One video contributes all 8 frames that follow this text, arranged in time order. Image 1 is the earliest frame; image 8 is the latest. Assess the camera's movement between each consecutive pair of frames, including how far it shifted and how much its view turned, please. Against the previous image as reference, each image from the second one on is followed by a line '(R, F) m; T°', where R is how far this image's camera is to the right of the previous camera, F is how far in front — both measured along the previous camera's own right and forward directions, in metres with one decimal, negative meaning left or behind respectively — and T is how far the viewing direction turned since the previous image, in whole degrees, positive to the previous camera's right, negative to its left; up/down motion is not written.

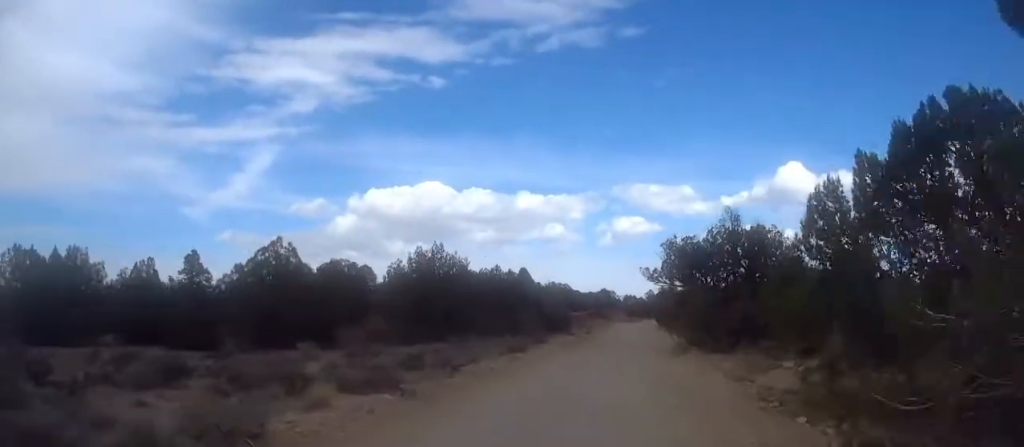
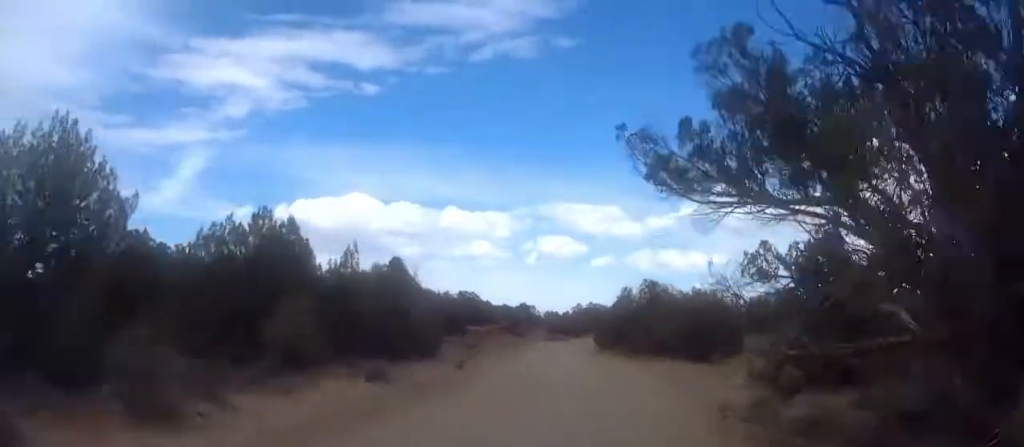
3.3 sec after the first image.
(+0.8, +30.2) m; +3°
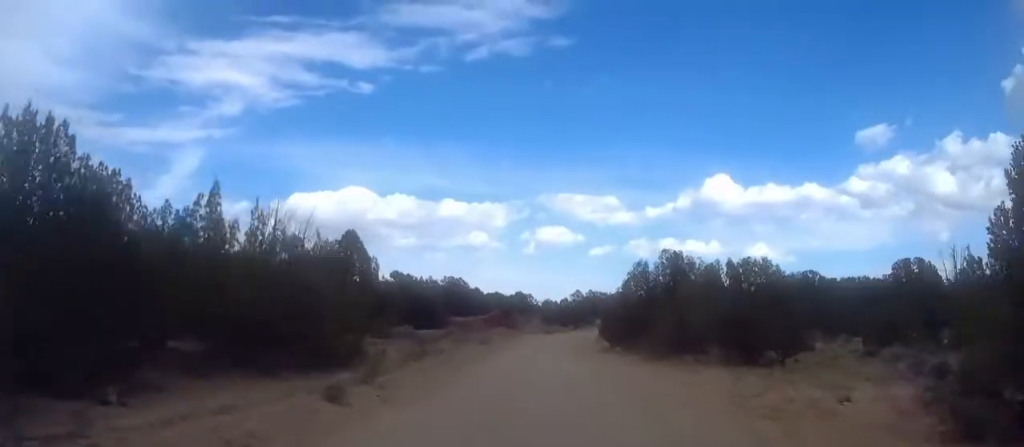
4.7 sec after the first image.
(+0.1, +11.8) m; +1°
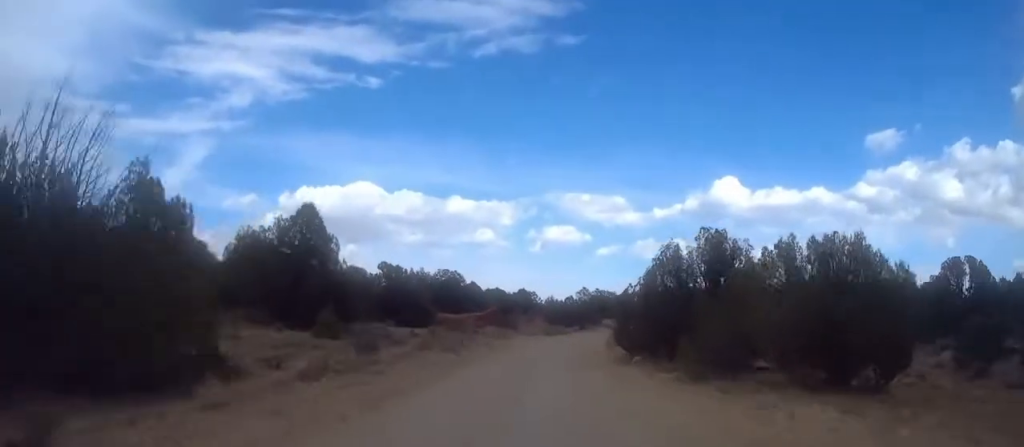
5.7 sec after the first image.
(+0.1, +9.3) m; 0°
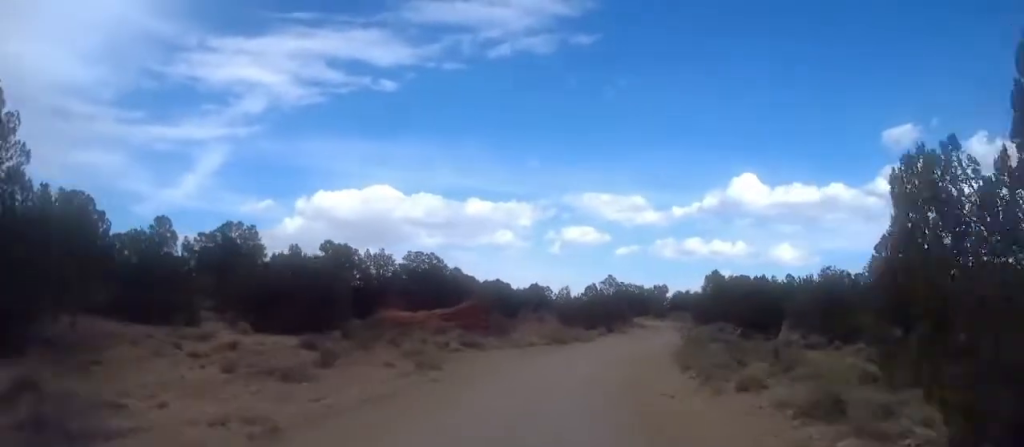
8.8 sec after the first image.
(-0.2, +26.6) m; 0°
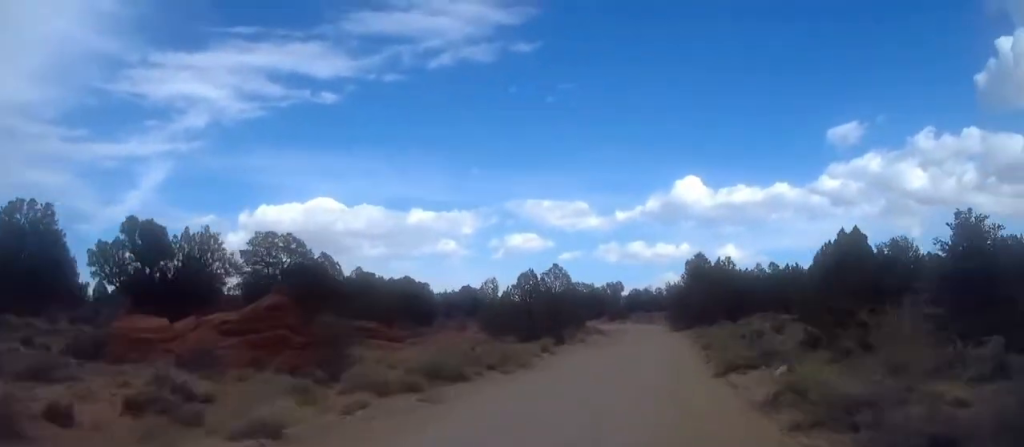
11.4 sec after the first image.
(+0.3, +22.5) m; +4°
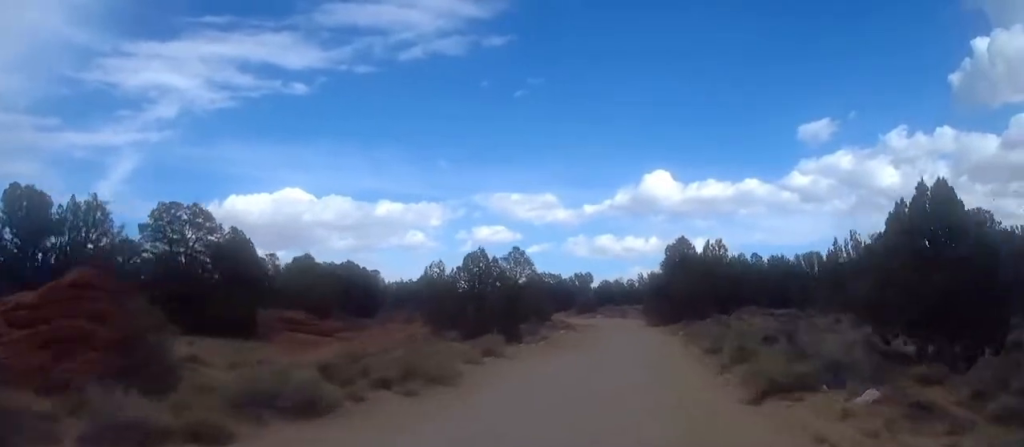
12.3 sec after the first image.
(-0.2, +8.1) m; +2°
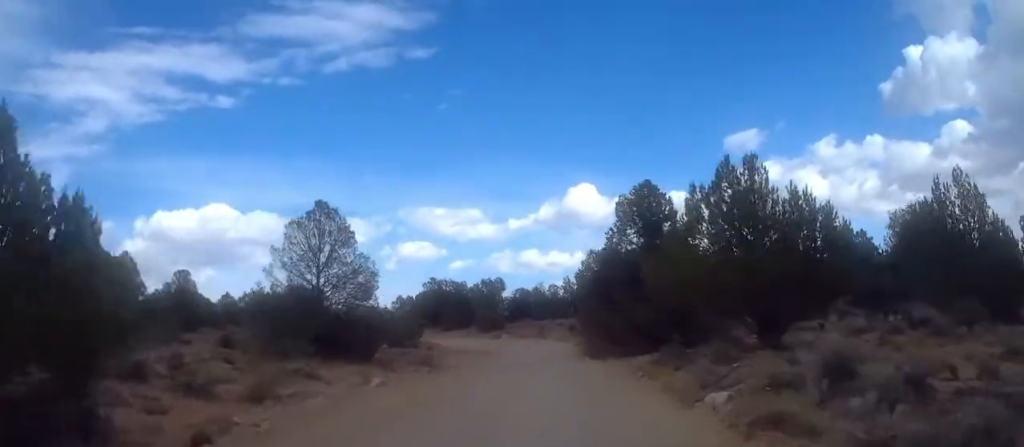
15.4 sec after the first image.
(+2.5, +25.8) m; +5°
